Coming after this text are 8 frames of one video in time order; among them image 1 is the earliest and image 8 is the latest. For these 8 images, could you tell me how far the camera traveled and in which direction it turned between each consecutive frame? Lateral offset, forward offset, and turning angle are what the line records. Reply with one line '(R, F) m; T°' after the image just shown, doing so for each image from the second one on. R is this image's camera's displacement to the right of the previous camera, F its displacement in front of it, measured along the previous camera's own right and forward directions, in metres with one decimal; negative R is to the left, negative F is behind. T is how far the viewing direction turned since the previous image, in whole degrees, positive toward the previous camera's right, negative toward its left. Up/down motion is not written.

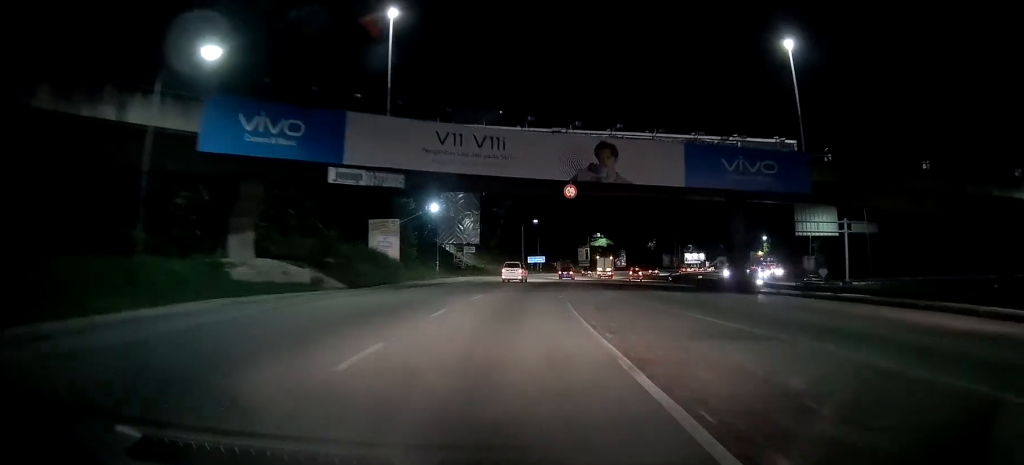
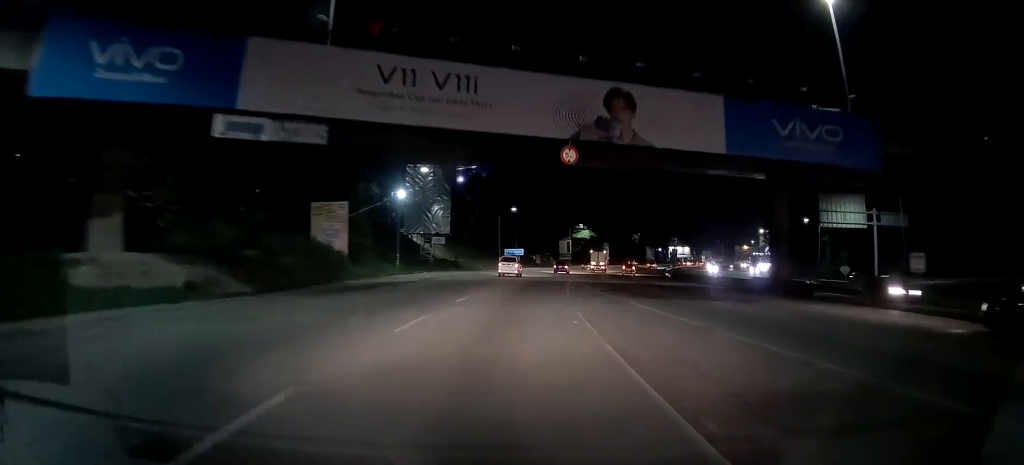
(+0.5, +12.0) m; +2°
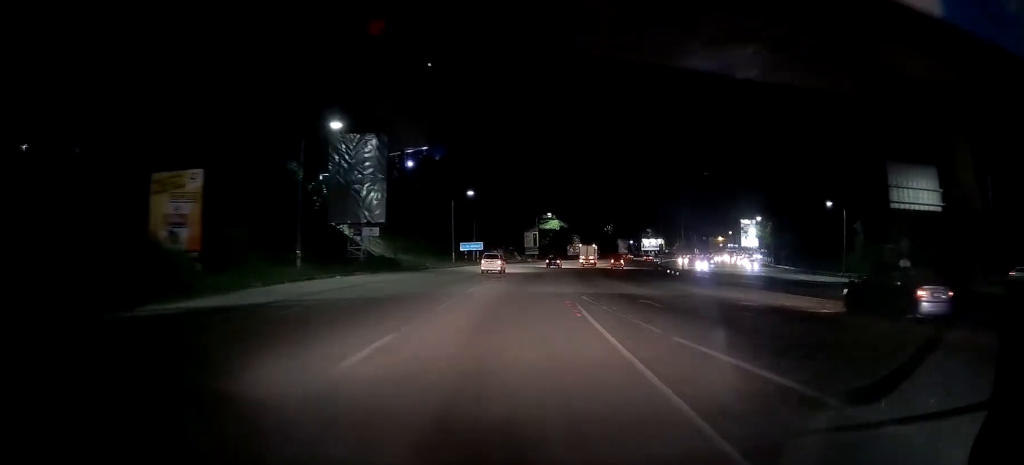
(+0.4, +20.0) m; +2°
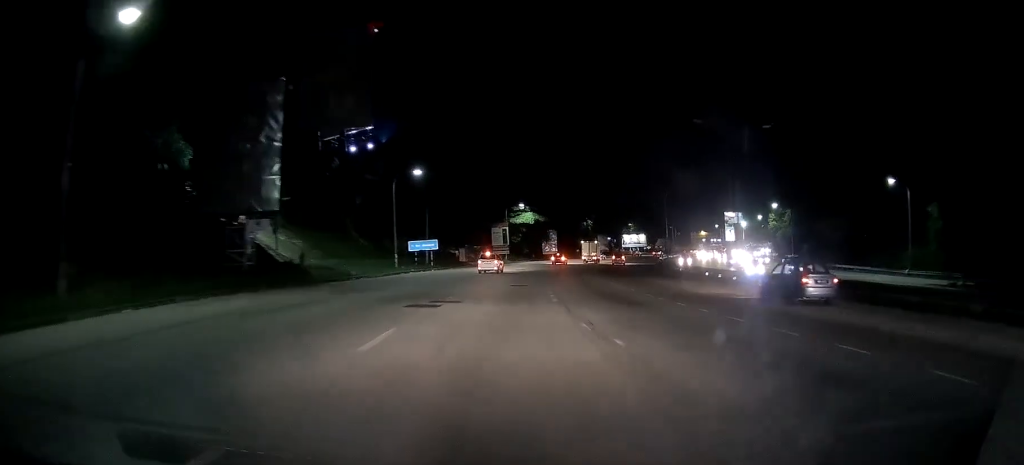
(+0.3, +22.5) m; +4°
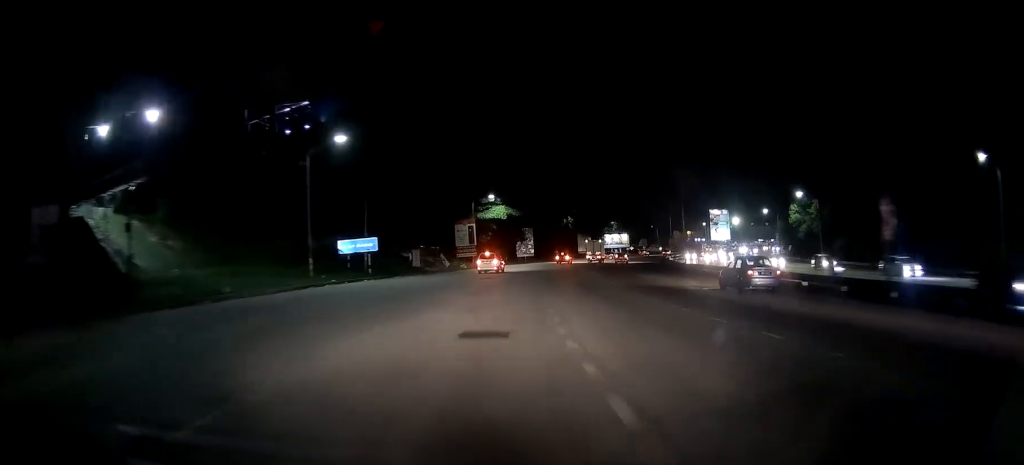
(+0.8, +19.7) m; +3°
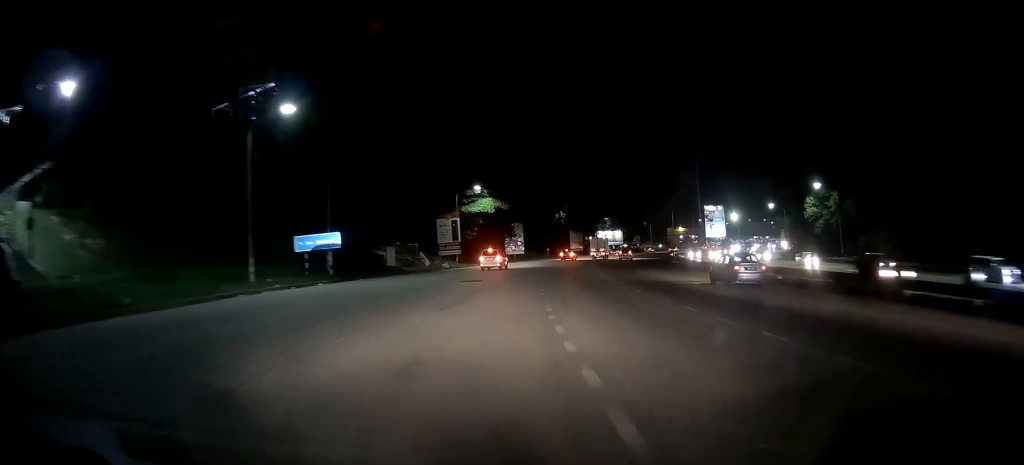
(+0.1, +8.7) m; +1°
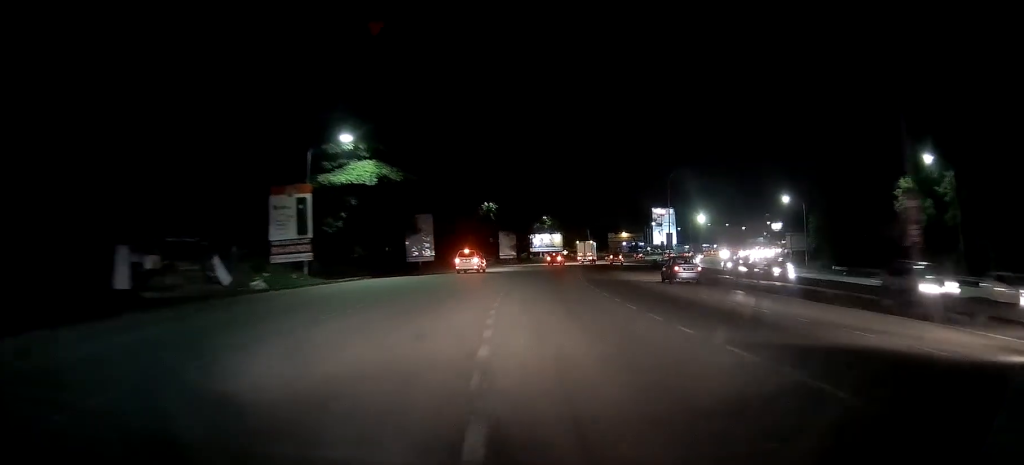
(+1.9, +36.3) m; +8°
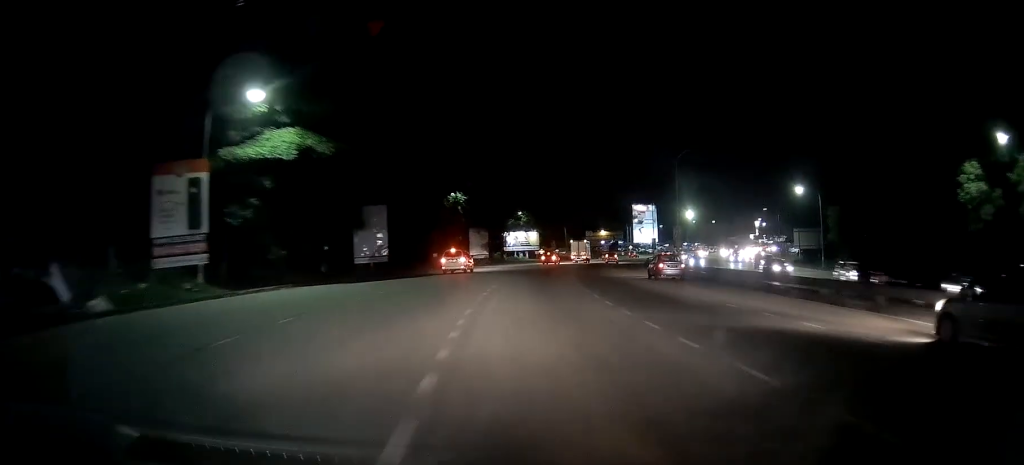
(+0.4, +12.5) m; +3°
